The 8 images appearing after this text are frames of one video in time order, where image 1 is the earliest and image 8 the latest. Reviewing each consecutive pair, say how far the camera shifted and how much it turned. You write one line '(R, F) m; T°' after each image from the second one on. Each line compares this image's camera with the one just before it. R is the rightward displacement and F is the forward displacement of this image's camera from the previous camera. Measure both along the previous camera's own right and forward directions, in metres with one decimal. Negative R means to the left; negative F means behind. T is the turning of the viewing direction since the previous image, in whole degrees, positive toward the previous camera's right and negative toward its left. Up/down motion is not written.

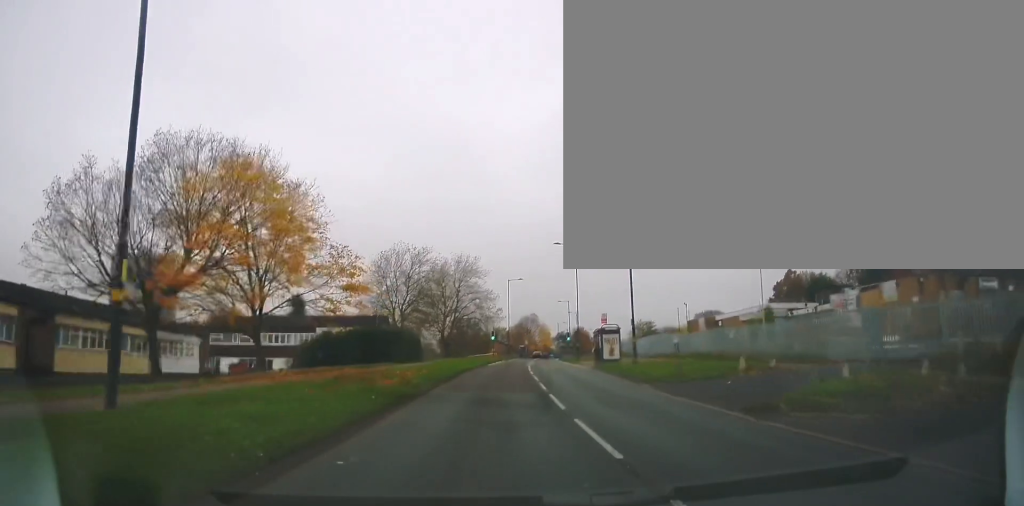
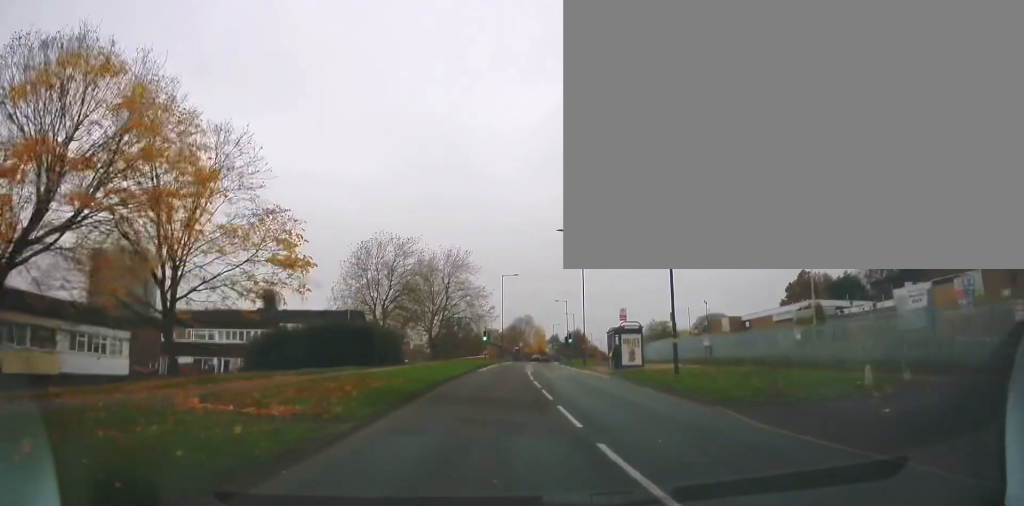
(-0.3, +8.3) m; -2°
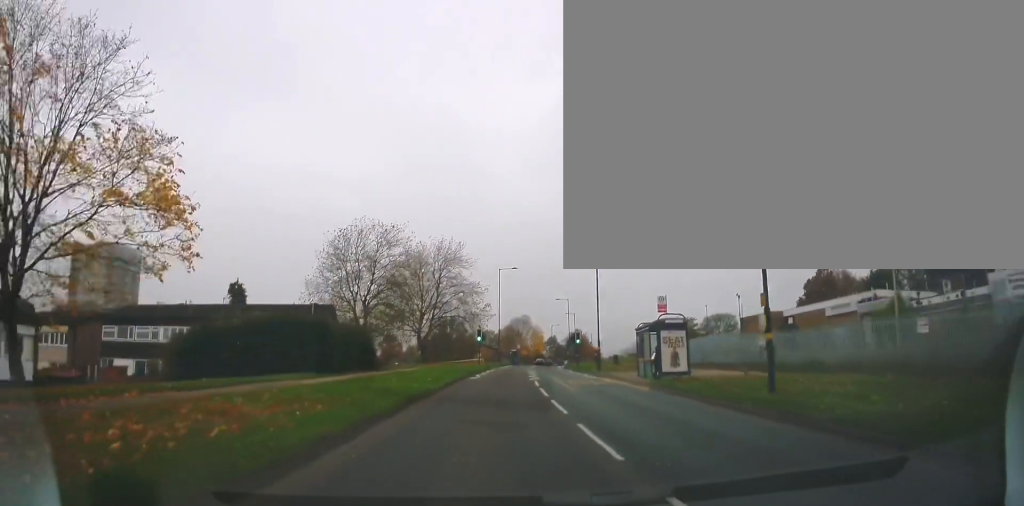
(-0.1, +9.2) m; +2°
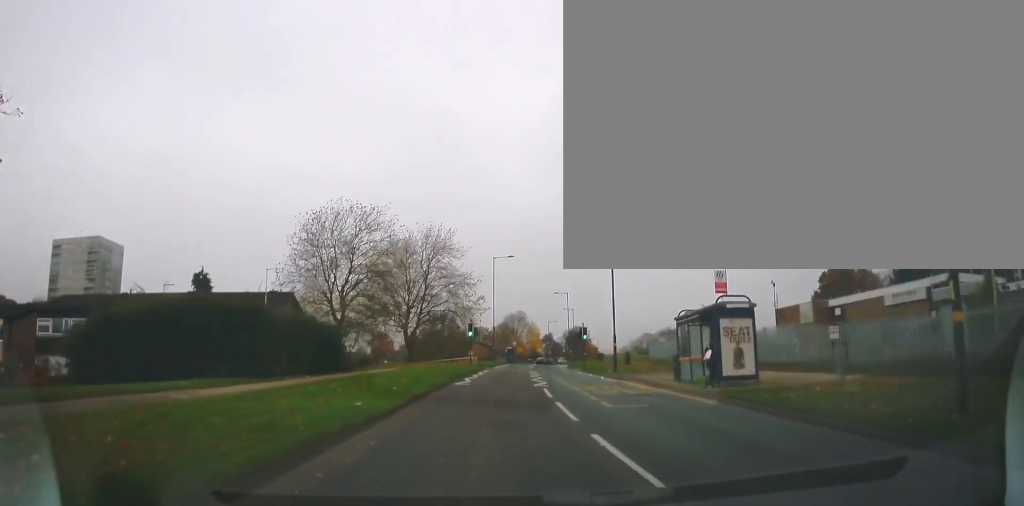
(+0.3, +7.5) m; +2°
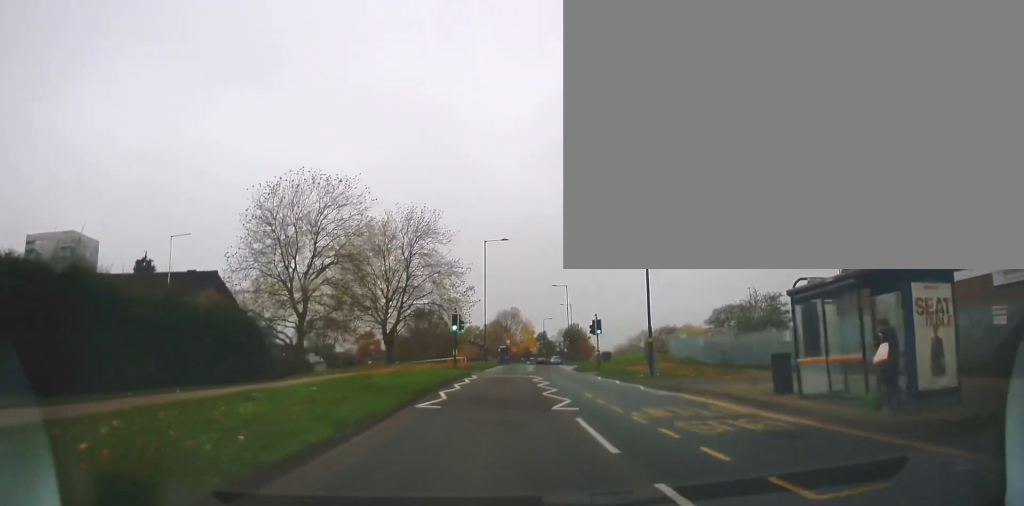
(+0.2, +9.4) m; +1°
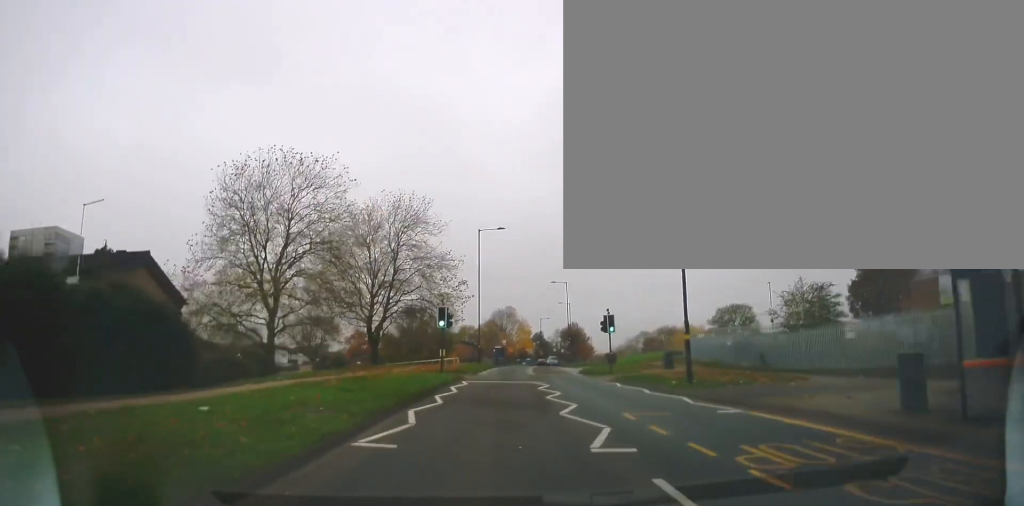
(0.0, +5.6) m; 0°
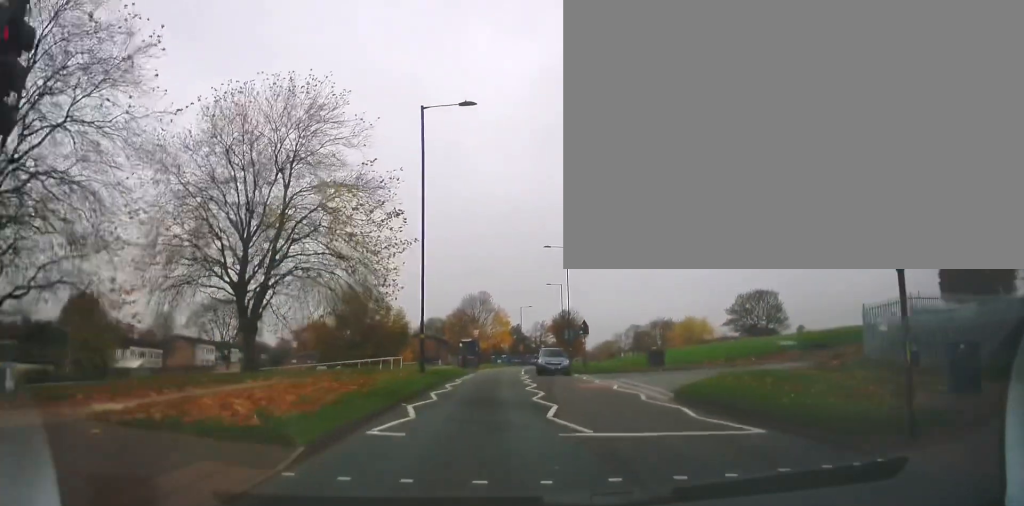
(+0.8, +27.2) m; +3°
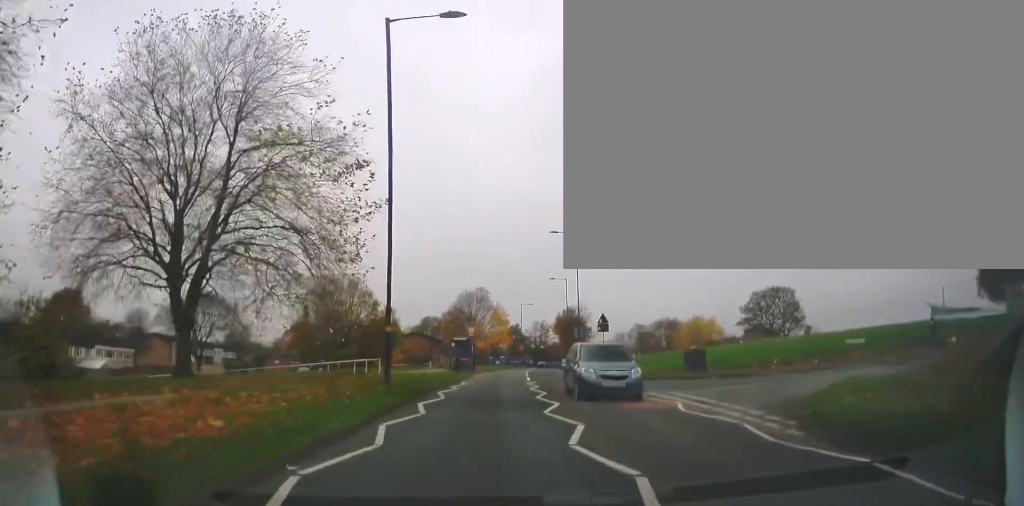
(-0.1, +7.9) m; 0°
